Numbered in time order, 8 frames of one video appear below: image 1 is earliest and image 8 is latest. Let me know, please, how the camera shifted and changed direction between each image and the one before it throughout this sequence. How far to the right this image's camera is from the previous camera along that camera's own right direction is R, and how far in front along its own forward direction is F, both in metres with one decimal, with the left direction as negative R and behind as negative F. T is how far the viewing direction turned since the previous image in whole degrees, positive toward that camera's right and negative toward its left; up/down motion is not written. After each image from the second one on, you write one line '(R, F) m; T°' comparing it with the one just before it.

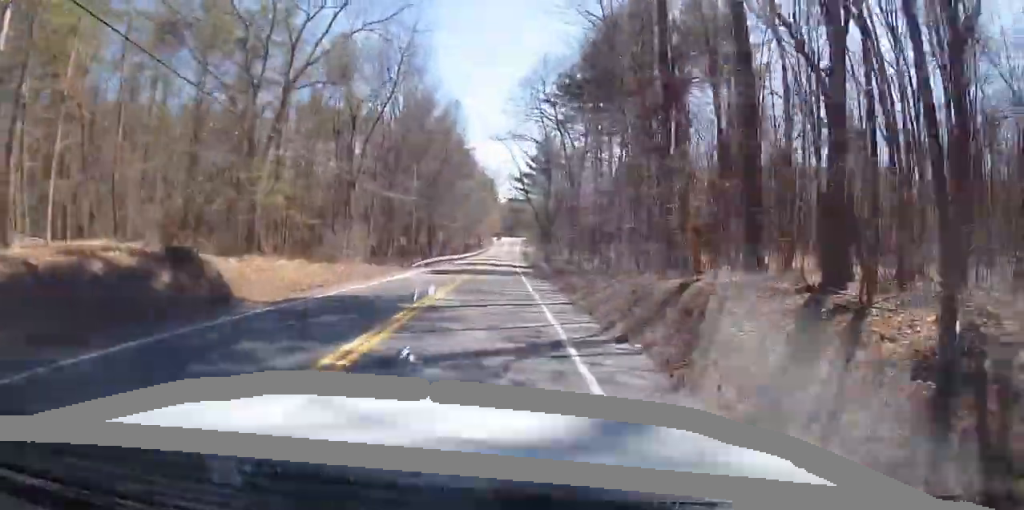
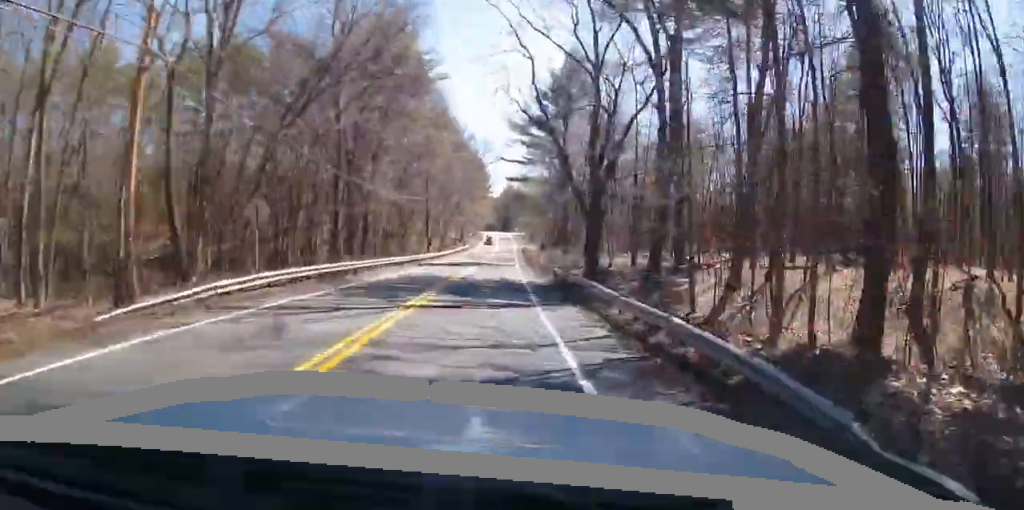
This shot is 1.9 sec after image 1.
(+0.1, +39.7) m; +2°
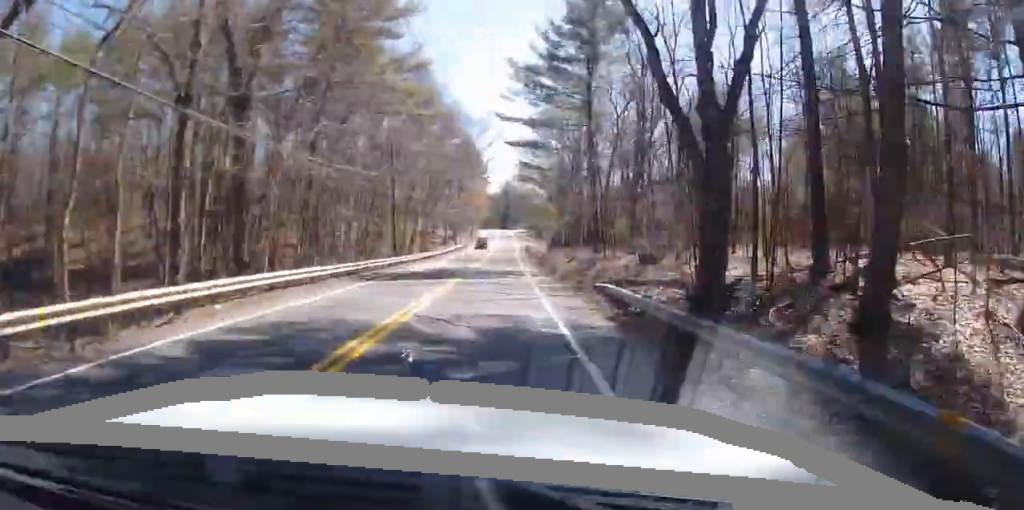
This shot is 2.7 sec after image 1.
(+0.6, +17.3) m; +2°
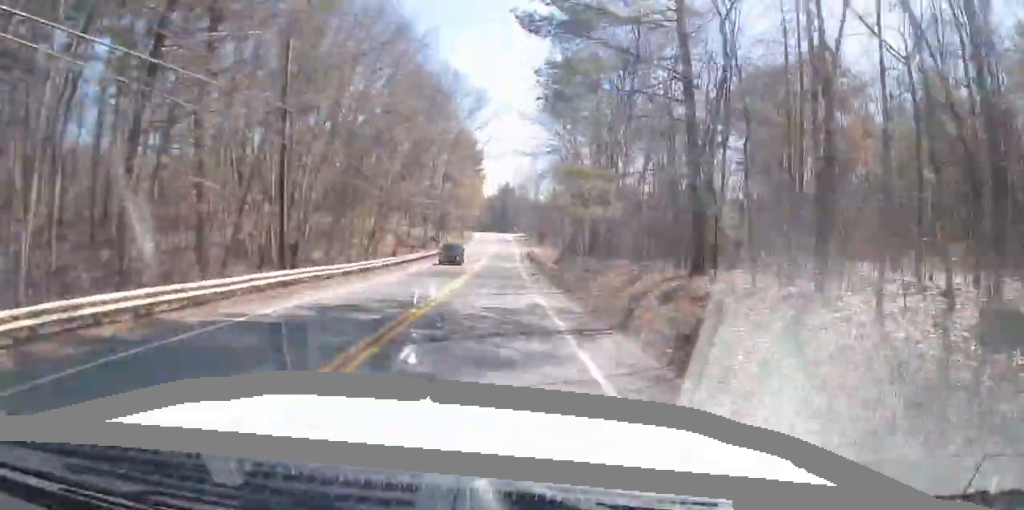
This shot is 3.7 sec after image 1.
(+0.1, +20.5) m; 0°
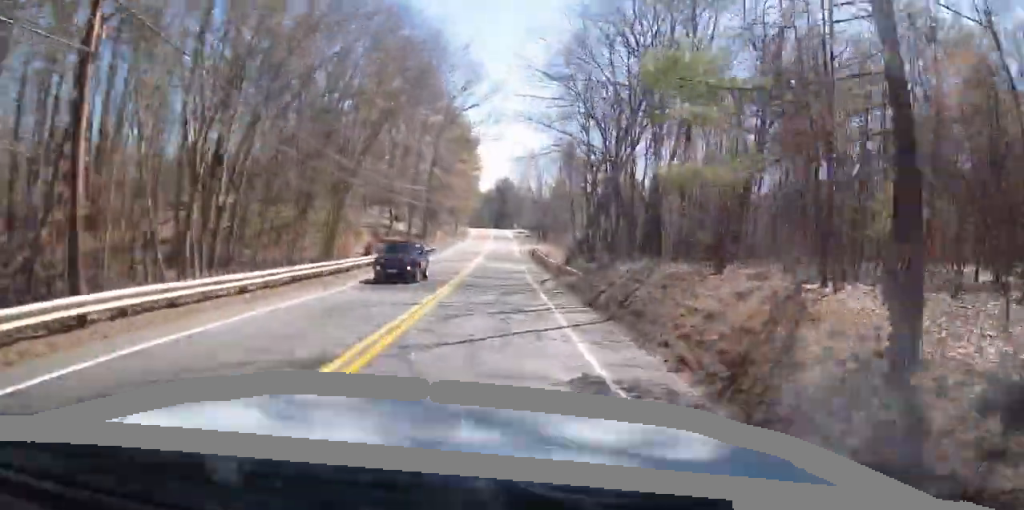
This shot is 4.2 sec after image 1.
(0.0, +10.9) m; 0°
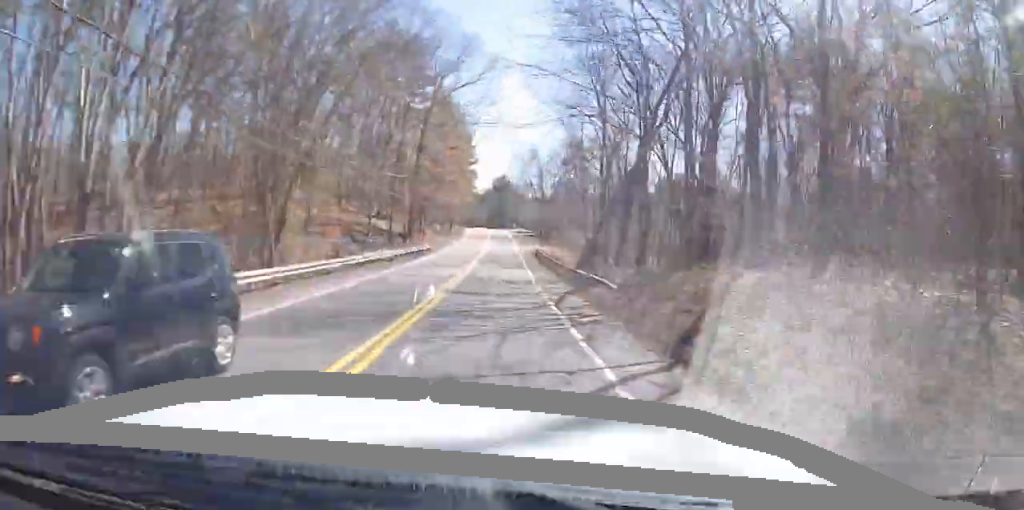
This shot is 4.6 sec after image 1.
(-0.1, +9.5) m; 0°
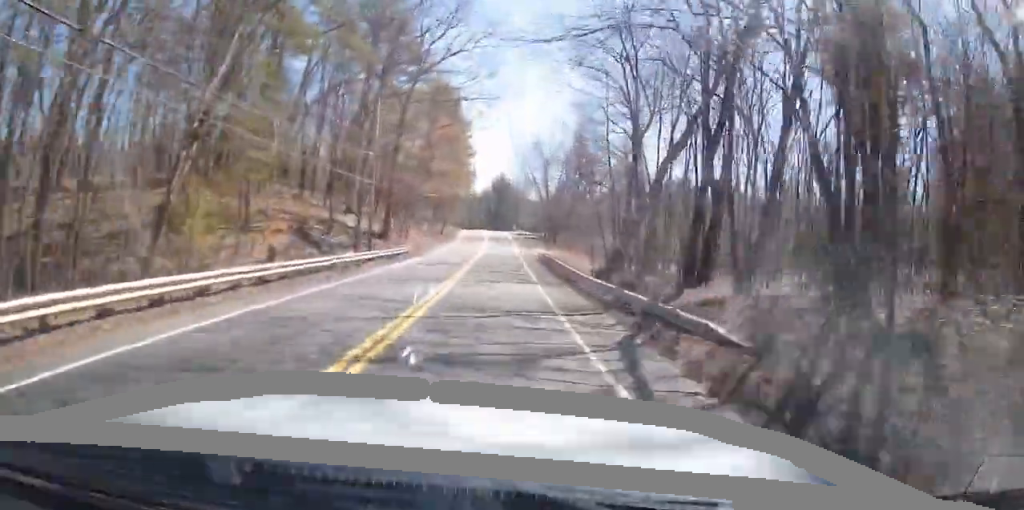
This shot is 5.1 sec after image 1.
(+0.1, +11.1) m; 0°
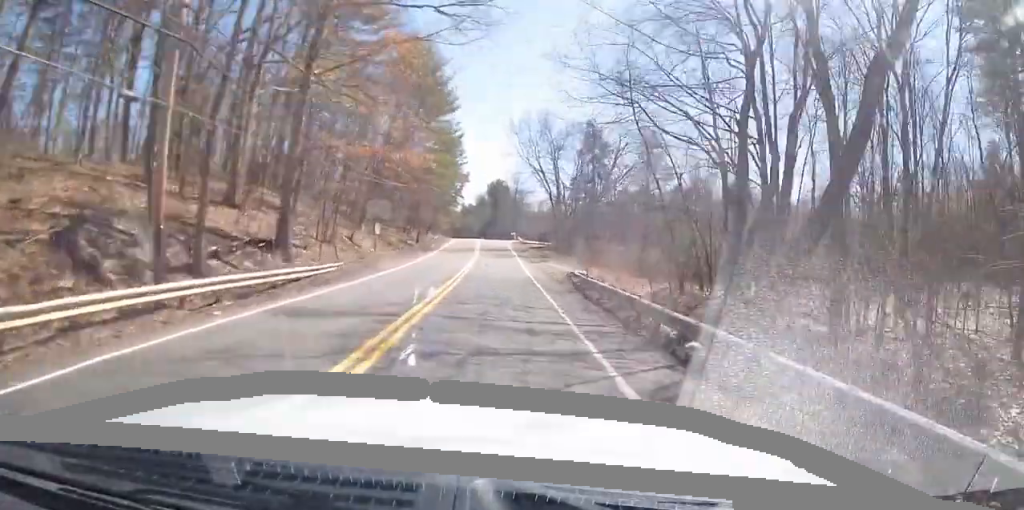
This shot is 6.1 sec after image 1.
(+0.2, +21.5) m; +1°
